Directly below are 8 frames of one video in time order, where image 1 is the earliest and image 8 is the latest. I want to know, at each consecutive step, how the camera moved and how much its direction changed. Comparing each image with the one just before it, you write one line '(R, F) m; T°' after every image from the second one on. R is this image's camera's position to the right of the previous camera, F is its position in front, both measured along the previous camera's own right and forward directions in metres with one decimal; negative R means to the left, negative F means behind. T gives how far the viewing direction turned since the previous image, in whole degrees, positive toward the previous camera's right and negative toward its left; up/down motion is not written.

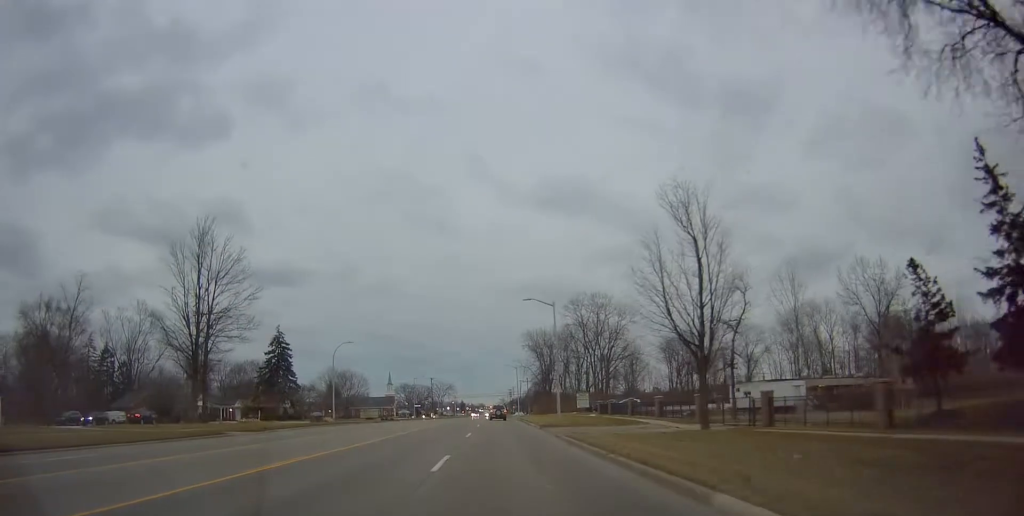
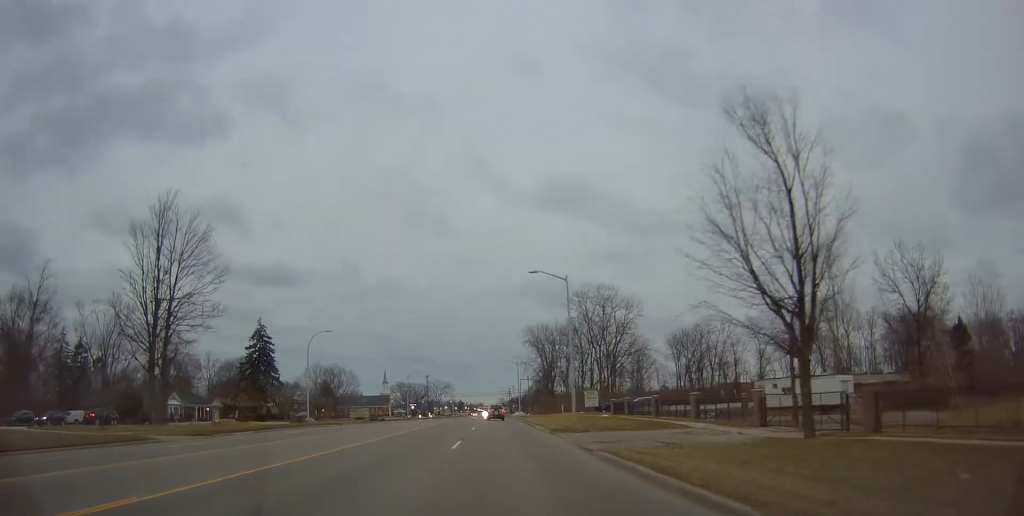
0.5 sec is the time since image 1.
(+0.1, +9.1) m; +1°
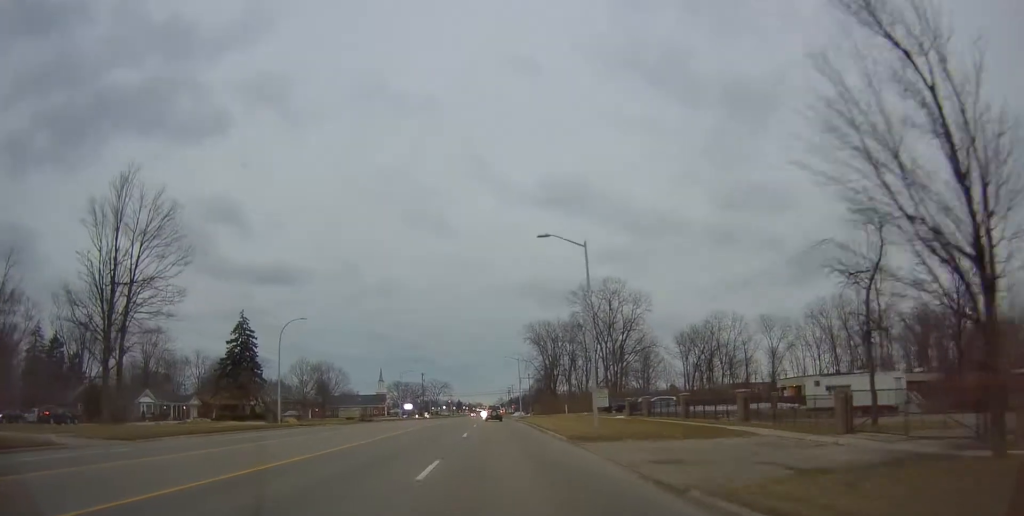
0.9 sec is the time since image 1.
(+0.1, +7.9) m; +1°
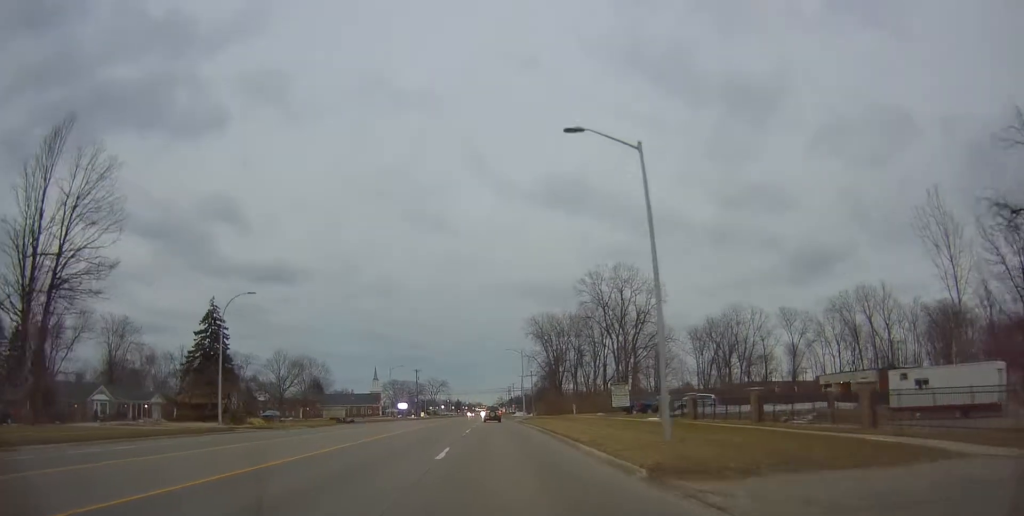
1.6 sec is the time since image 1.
(+0.1, +11.6) m; 0°
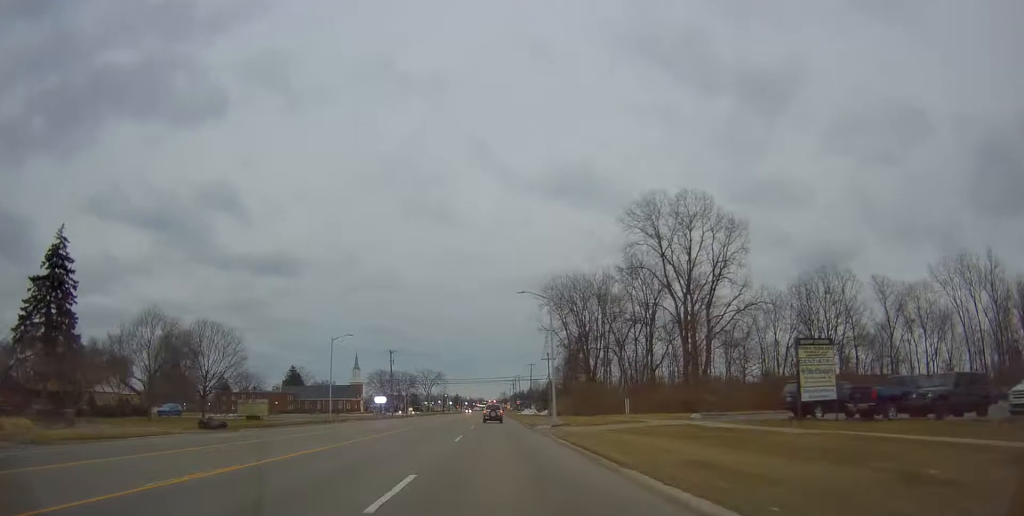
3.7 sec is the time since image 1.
(-0.6, +38.4) m; 0°
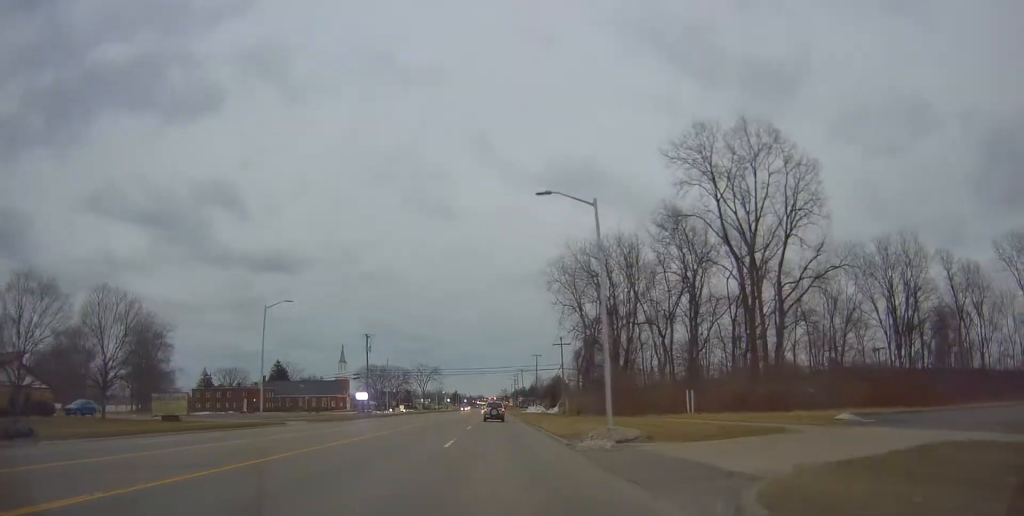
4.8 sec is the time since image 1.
(+0.3, +19.9) m; +1°
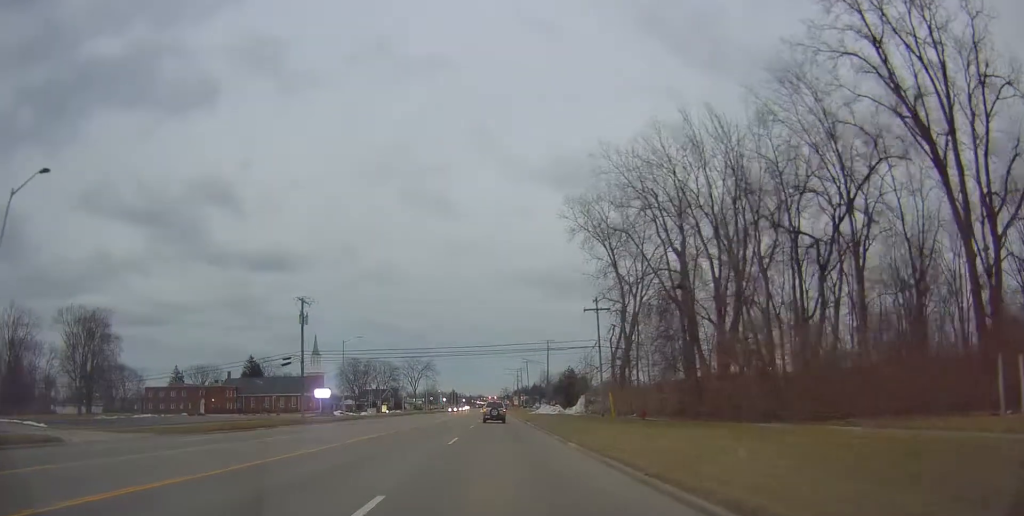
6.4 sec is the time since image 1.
(0.0, +29.5) m; 0°
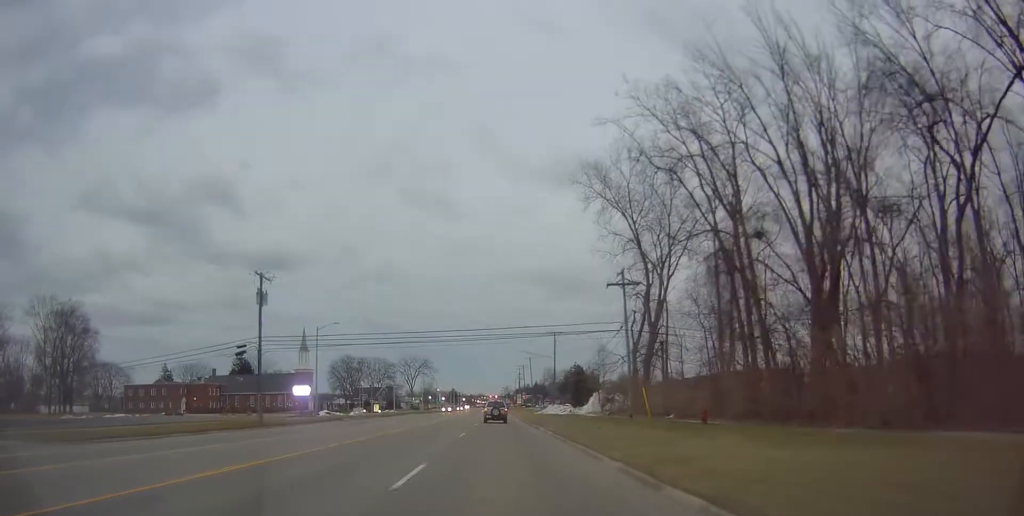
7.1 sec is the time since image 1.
(+0.1, +10.9) m; -1°
